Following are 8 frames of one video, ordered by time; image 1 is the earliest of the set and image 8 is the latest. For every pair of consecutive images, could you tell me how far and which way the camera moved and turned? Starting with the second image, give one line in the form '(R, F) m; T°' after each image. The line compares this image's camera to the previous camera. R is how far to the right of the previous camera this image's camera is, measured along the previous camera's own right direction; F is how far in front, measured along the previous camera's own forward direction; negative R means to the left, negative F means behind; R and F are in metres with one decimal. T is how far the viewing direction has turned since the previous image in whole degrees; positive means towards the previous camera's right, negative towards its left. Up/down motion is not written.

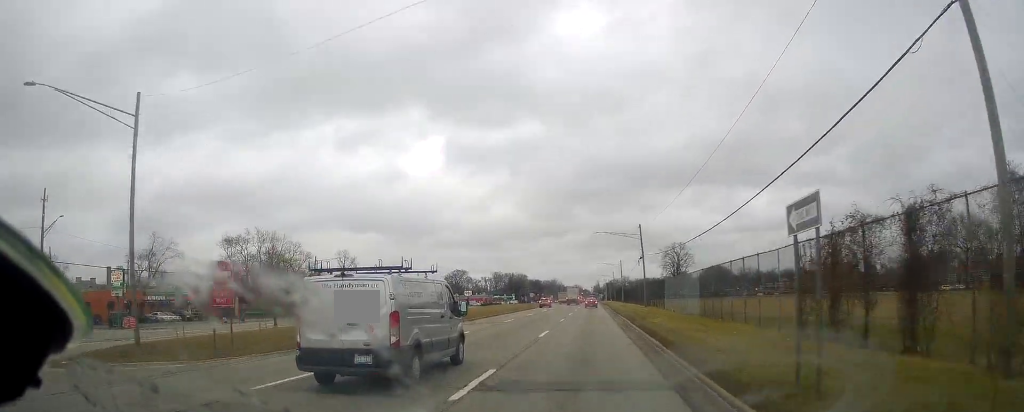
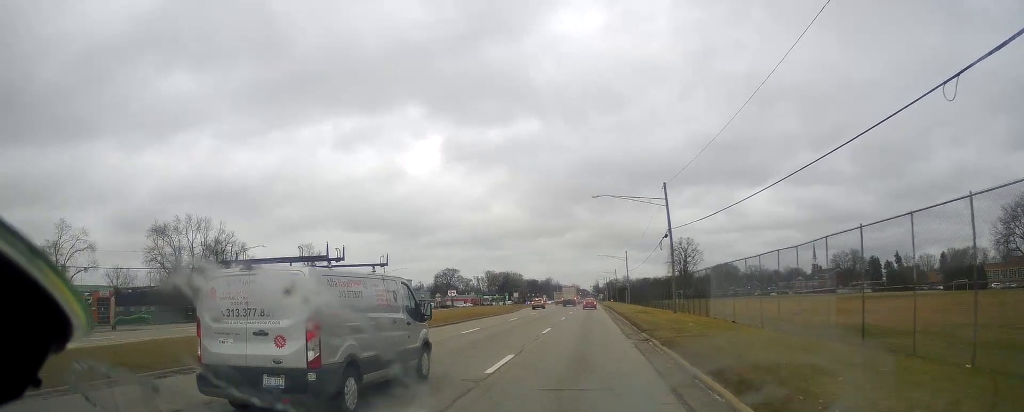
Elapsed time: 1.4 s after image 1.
(-0.1, +27.0) m; 0°
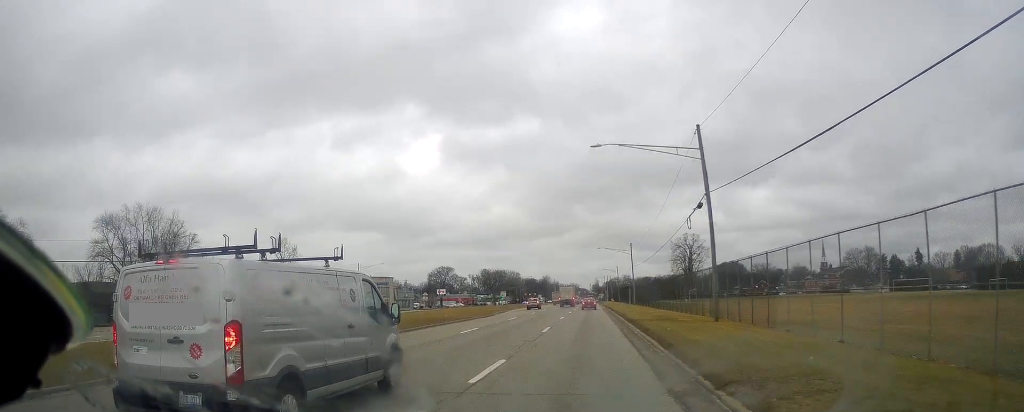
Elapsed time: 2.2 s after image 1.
(+0.4, +15.8) m; -1°
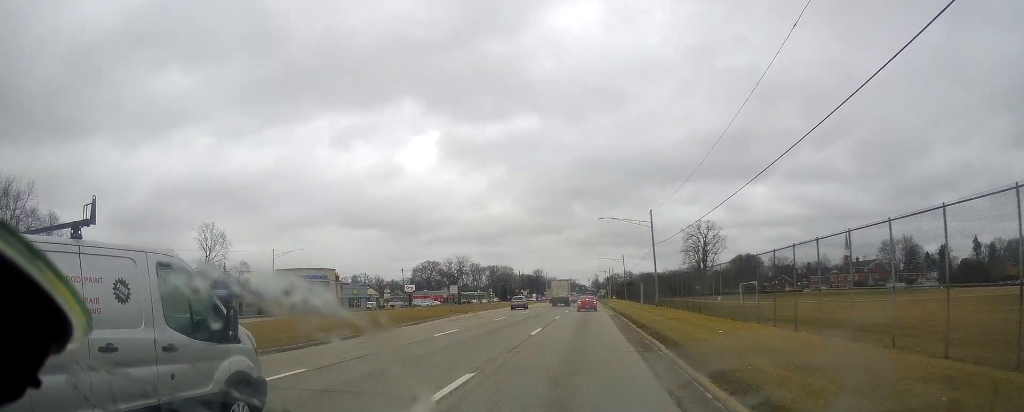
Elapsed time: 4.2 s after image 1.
(-0.1, +36.4) m; 0°
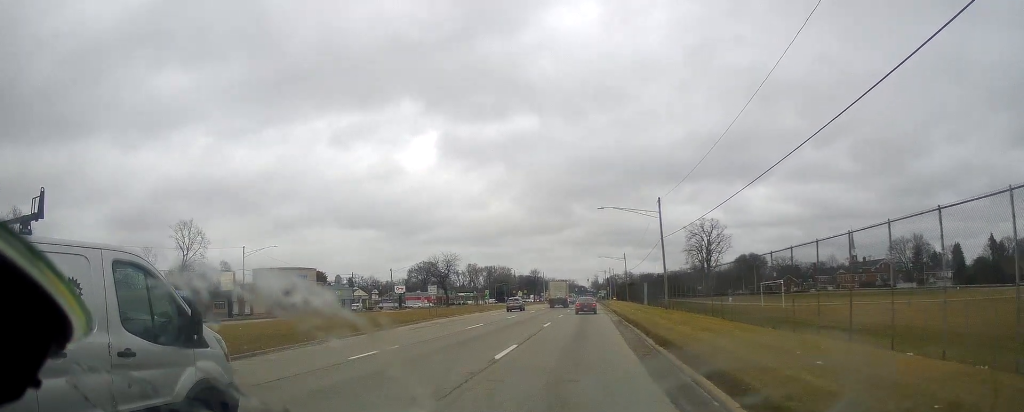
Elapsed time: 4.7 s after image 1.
(-0.4, +8.9) m; -1°
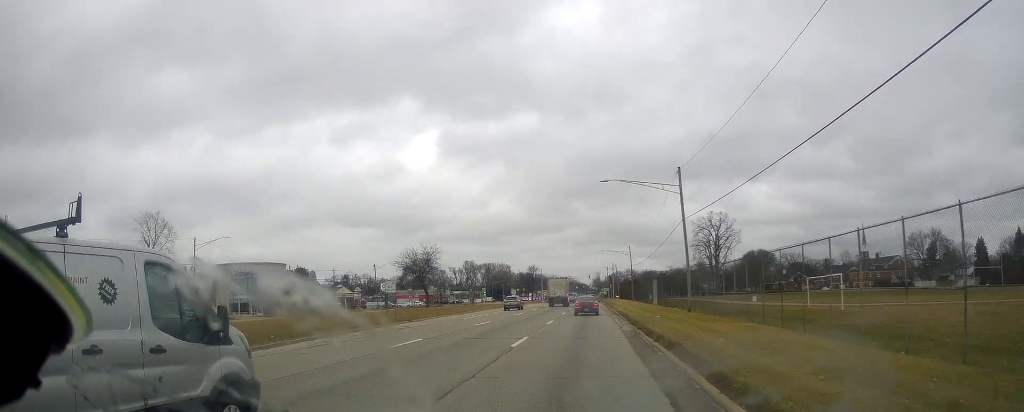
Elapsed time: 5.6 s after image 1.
(-0.3, +13.7) m; 0°
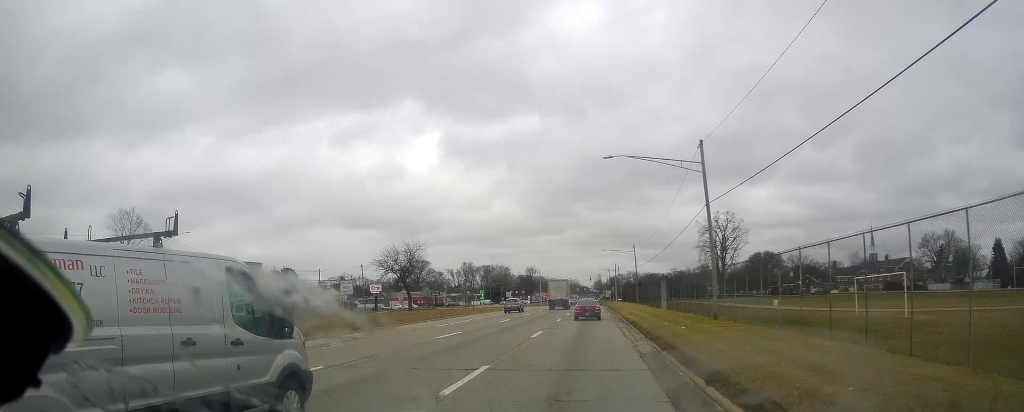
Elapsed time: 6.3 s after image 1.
(+0.1, +9.9) m; +2°
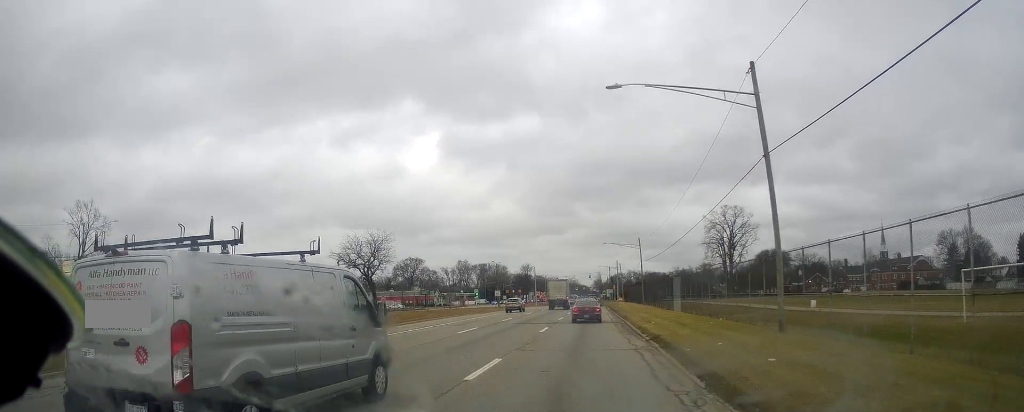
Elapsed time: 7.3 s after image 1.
(+0.3, +13.5) m; -2°
